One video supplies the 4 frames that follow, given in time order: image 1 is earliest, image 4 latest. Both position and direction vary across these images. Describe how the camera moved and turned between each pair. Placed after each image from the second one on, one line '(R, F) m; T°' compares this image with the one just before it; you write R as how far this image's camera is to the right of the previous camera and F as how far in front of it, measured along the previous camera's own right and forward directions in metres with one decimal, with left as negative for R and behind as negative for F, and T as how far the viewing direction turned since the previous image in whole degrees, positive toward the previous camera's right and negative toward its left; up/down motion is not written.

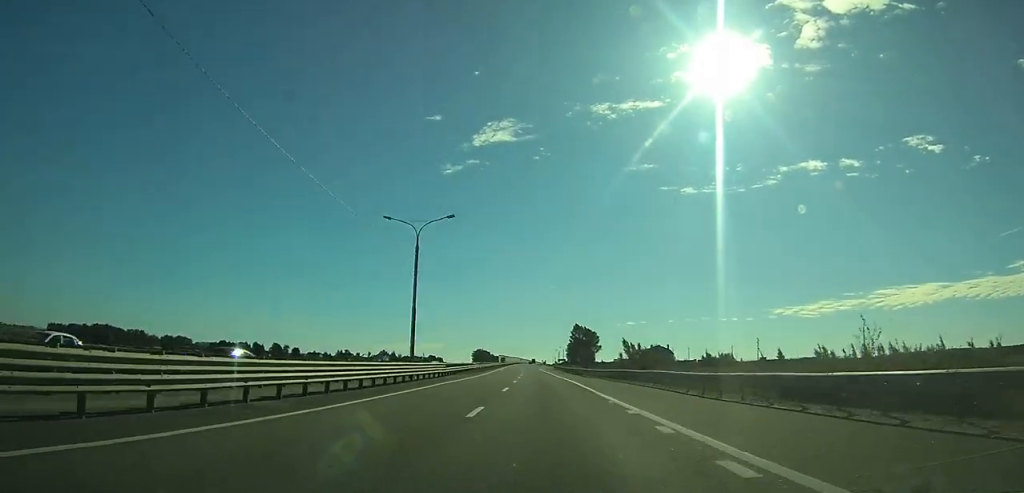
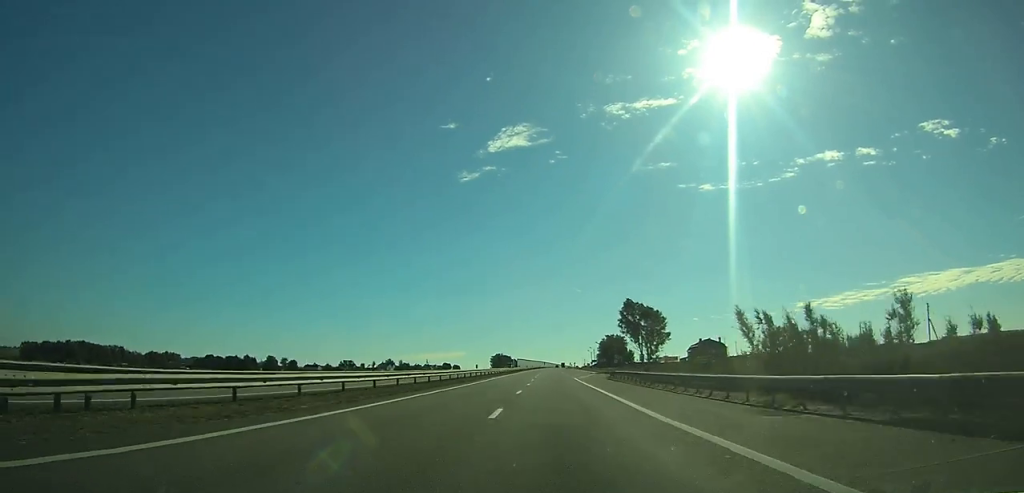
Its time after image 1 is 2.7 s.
(-2.6, +71.2) m; -3°
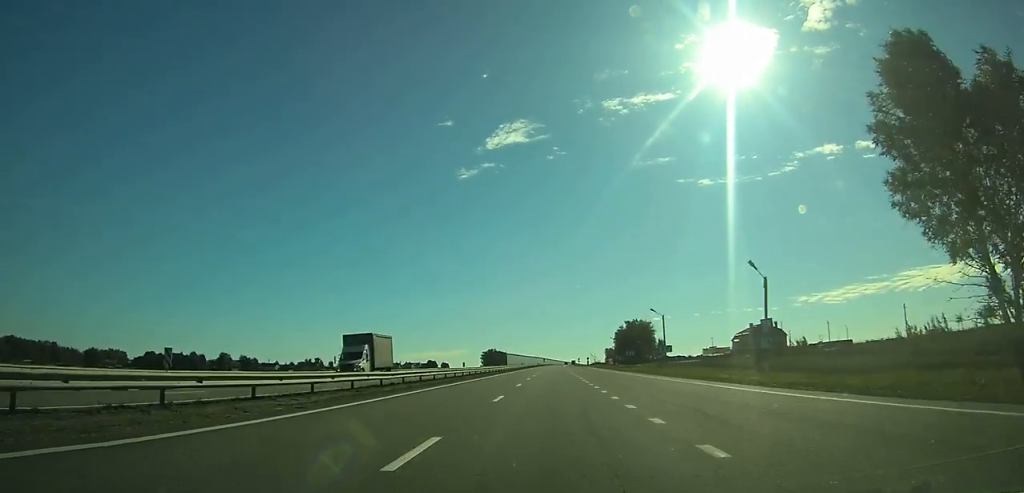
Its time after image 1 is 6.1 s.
(-0.7, +89.9) m; 0°
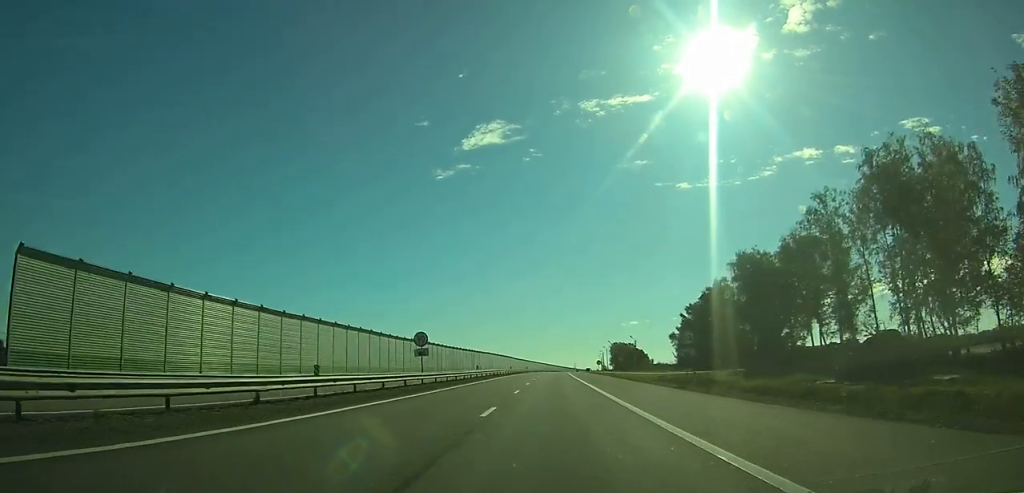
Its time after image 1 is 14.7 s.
(+1.7, +229.2) m; +1°
